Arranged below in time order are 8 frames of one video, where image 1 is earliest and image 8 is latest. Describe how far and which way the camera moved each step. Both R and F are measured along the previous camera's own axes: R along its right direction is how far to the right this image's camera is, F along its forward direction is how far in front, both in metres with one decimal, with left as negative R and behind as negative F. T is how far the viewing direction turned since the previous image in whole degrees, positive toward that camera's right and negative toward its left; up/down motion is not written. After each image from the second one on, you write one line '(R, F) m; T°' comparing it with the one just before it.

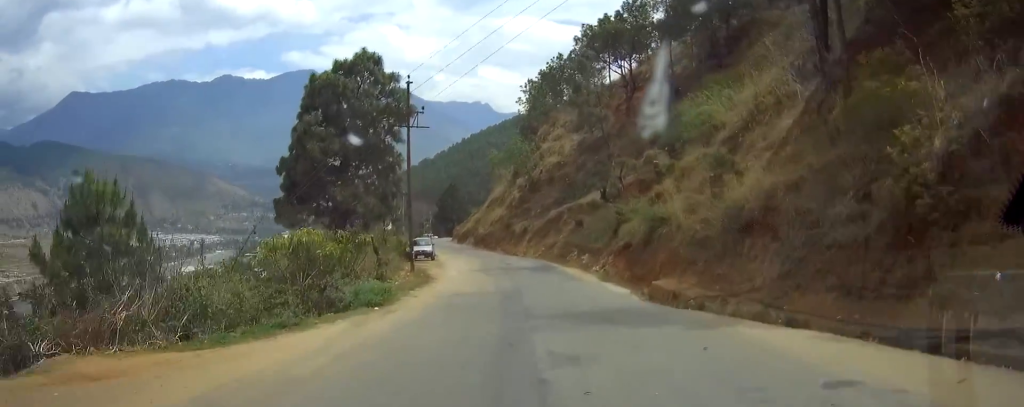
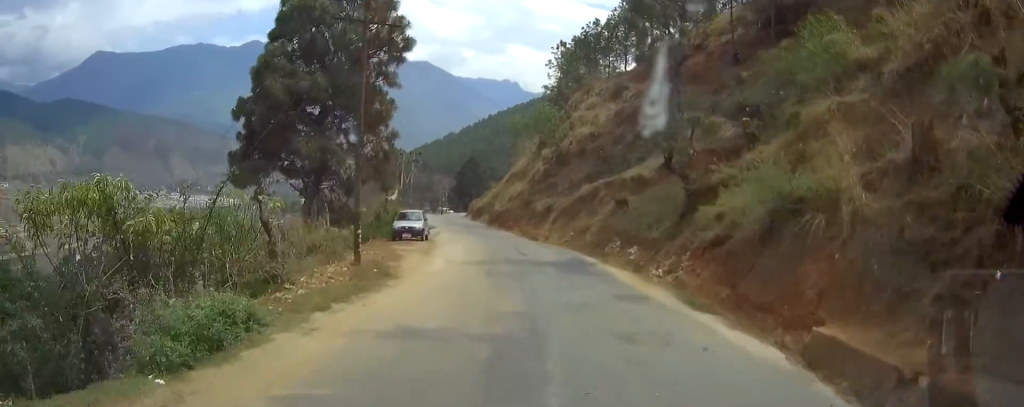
(0.0, +11.0) m; 0°
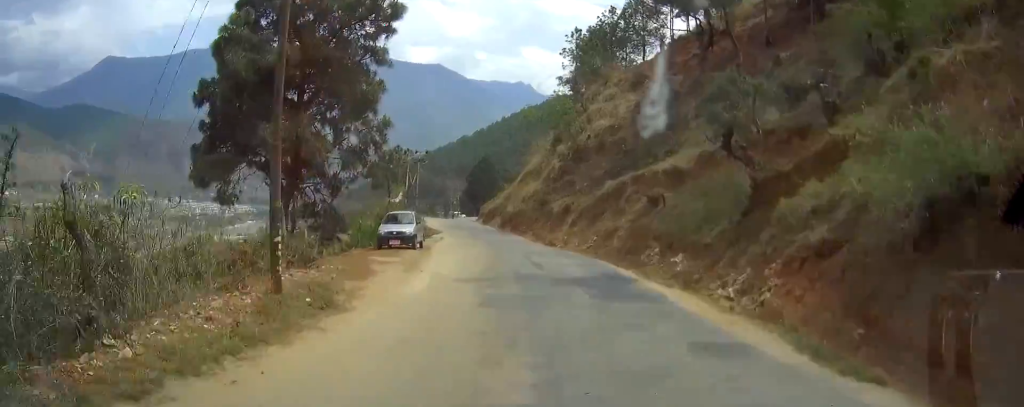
(0.0, +5.8) m; 0°
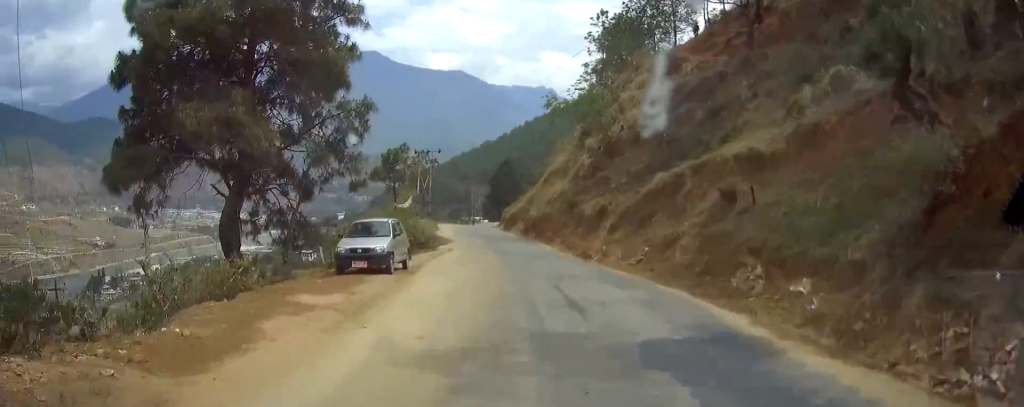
(0.0, +8.4) m; 0°
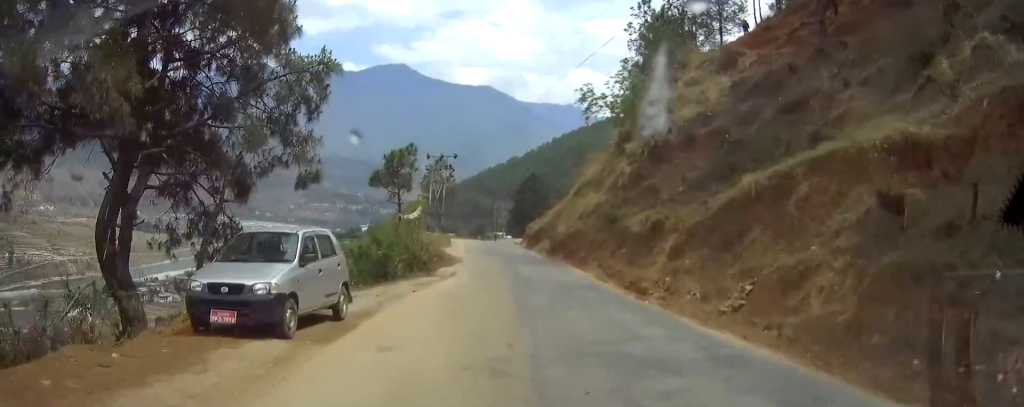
(0.0, +8.9) m; 0°
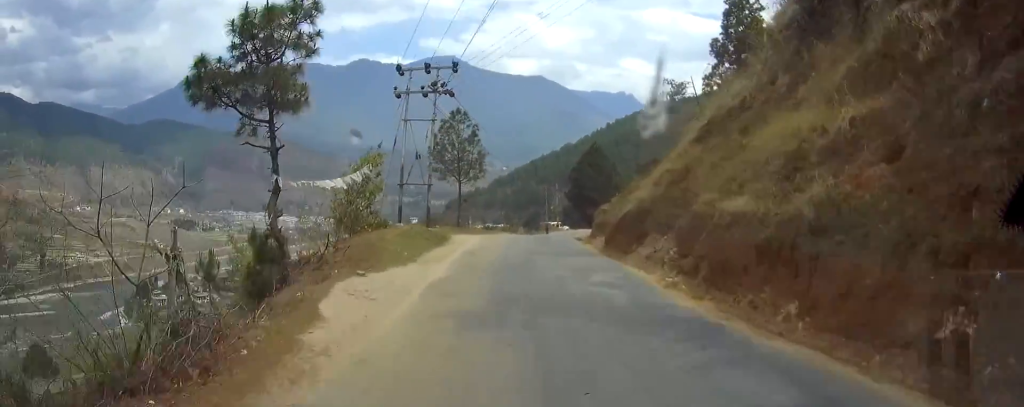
(-2.3, +31.8) m; -8°
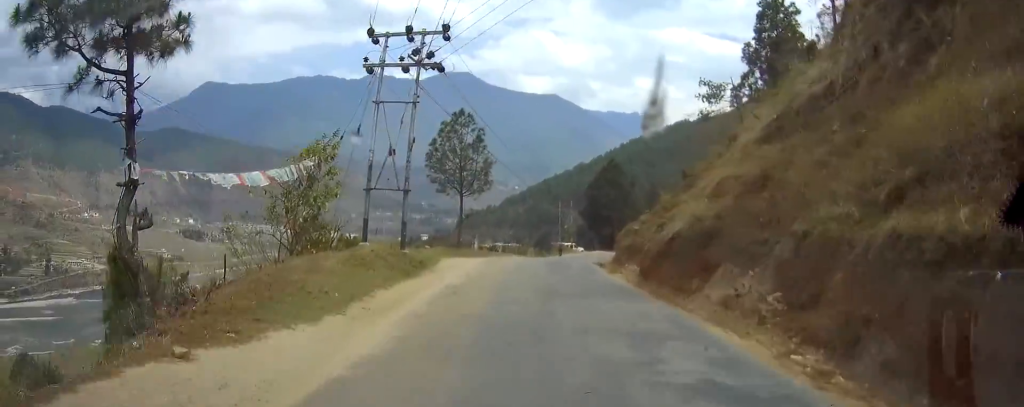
(0.0, +8.0) m; 0°
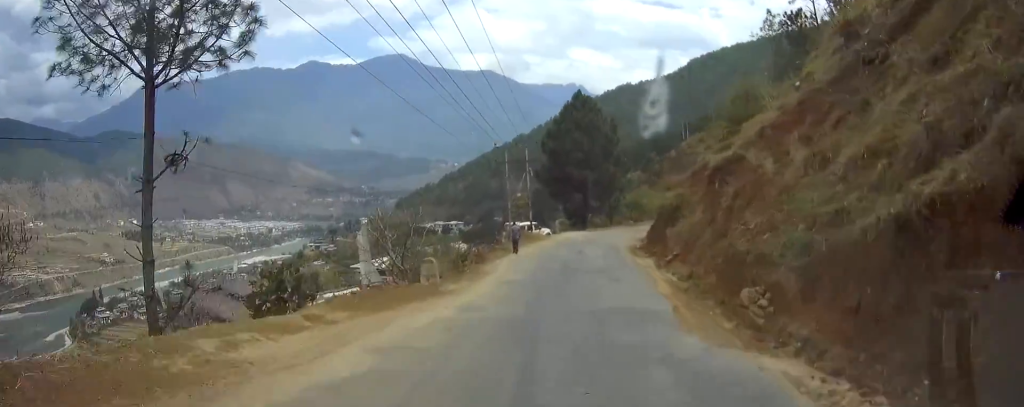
(0.0, +39.3) m; 0°
